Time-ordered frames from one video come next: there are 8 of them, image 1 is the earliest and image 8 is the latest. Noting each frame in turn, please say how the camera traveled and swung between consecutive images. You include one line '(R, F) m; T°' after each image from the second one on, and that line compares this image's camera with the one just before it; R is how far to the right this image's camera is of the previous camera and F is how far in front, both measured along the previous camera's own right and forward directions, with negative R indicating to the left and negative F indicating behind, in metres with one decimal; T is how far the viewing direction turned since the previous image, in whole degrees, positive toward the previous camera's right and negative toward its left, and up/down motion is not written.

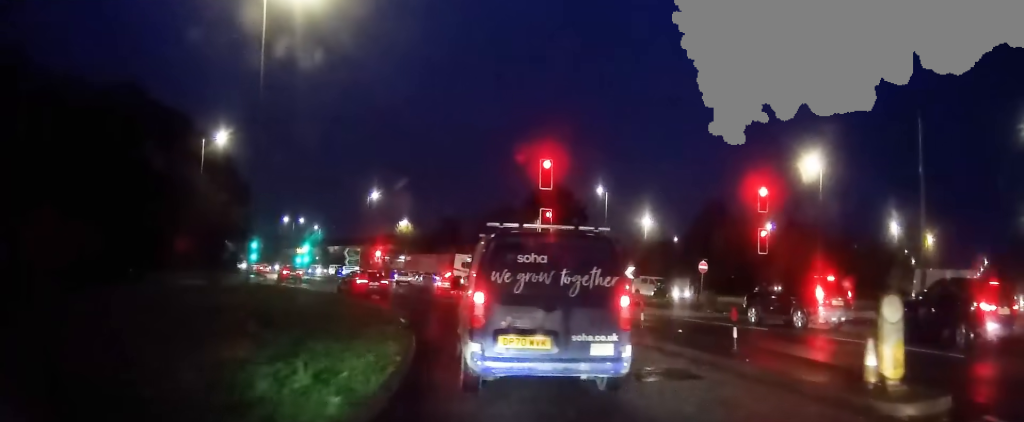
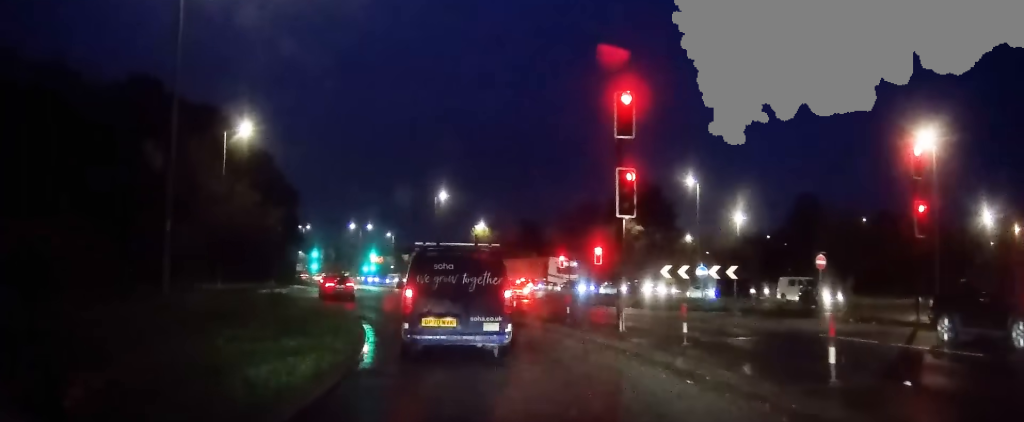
(+0.4, +8.3) m; -6°
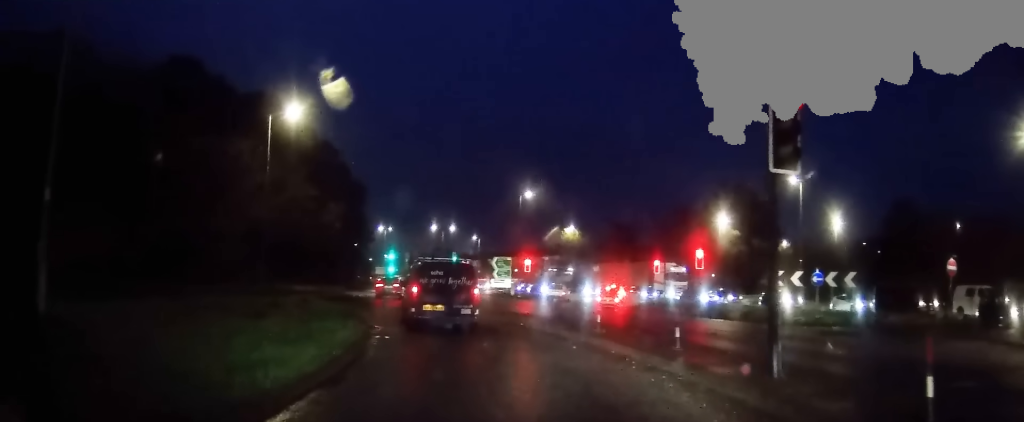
(-1.2, +6.0) m; -10°
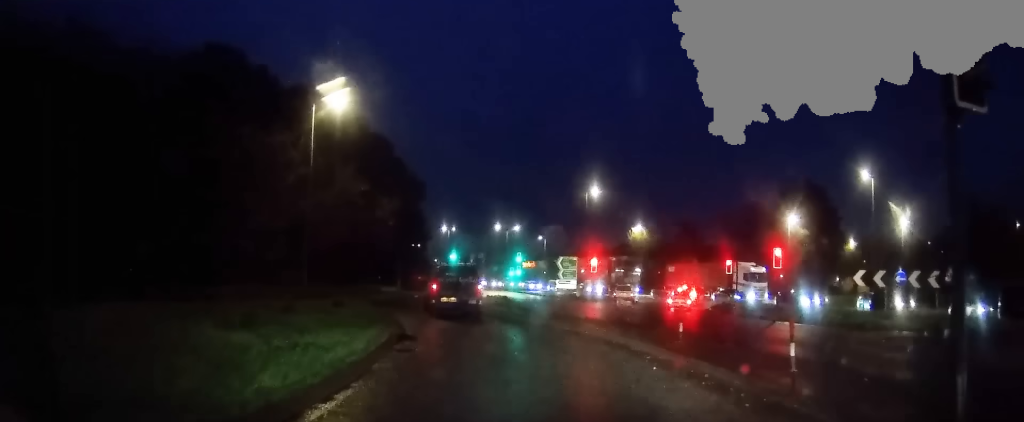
(+0.1, +2.8) m; -1°
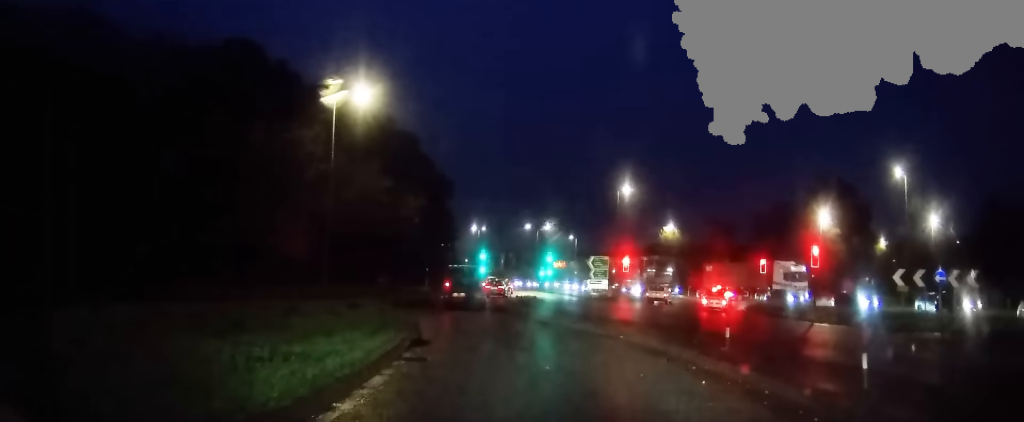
(0.0, +1.1) m; 0°
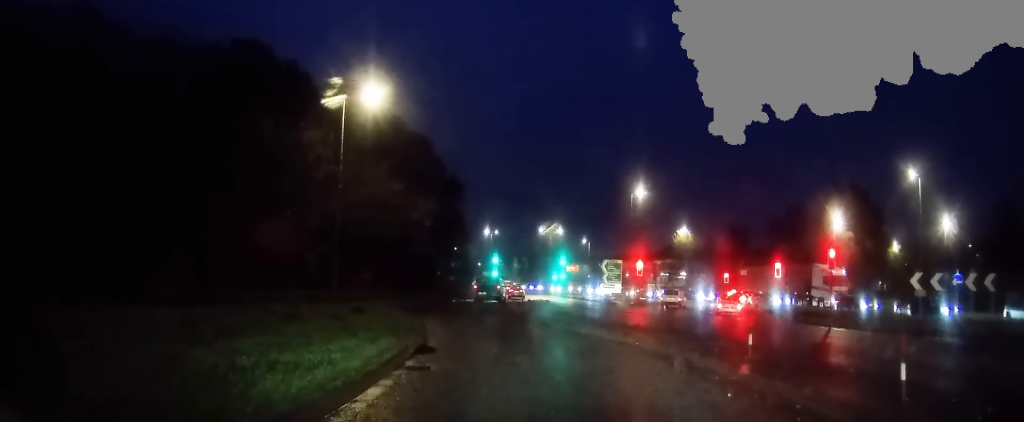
(-0.1, +0.8) m; 0°
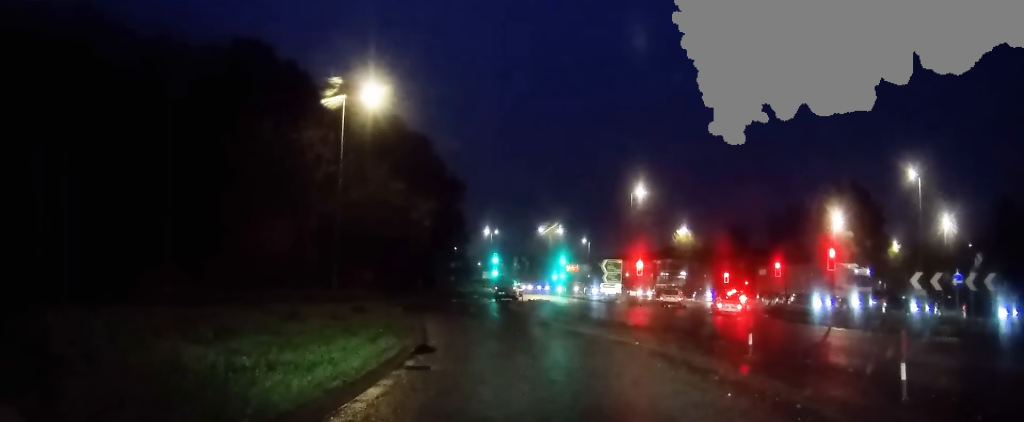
(0.0, 0.0) m; 0°
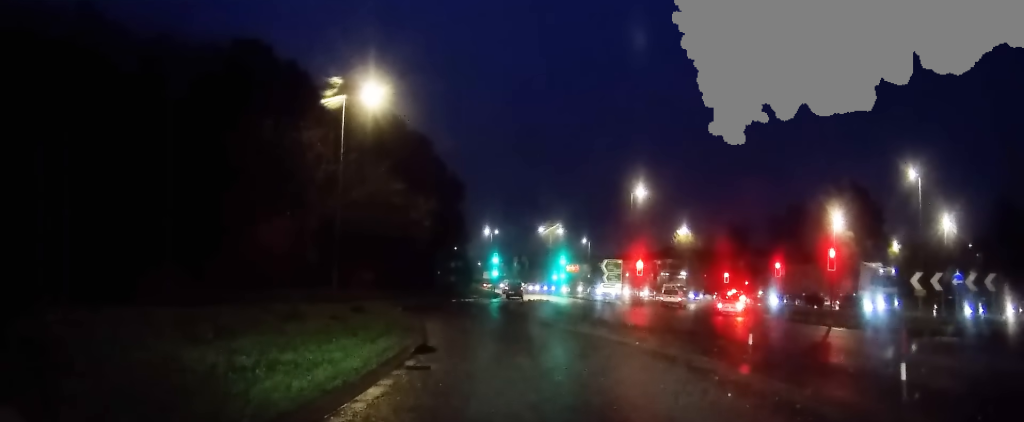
(0.0, 0.0) m; 0°
